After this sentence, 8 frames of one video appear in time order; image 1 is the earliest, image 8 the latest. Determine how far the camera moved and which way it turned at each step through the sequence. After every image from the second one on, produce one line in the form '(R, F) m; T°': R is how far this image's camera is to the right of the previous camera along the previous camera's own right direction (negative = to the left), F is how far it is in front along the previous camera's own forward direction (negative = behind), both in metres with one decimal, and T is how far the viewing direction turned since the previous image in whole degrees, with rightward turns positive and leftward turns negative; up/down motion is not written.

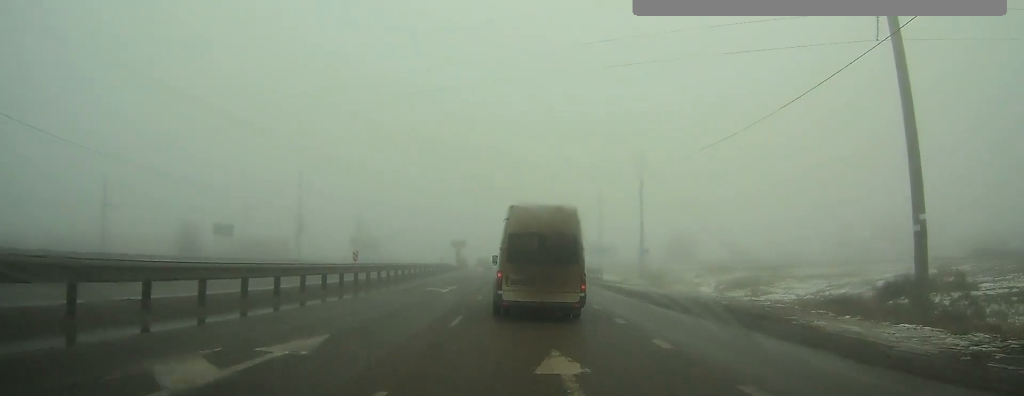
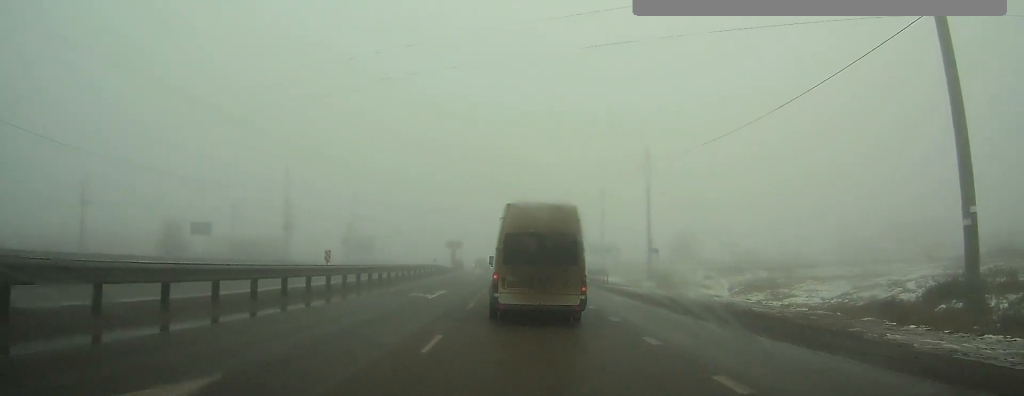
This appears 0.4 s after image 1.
(0.0, +3.8) m; 0°
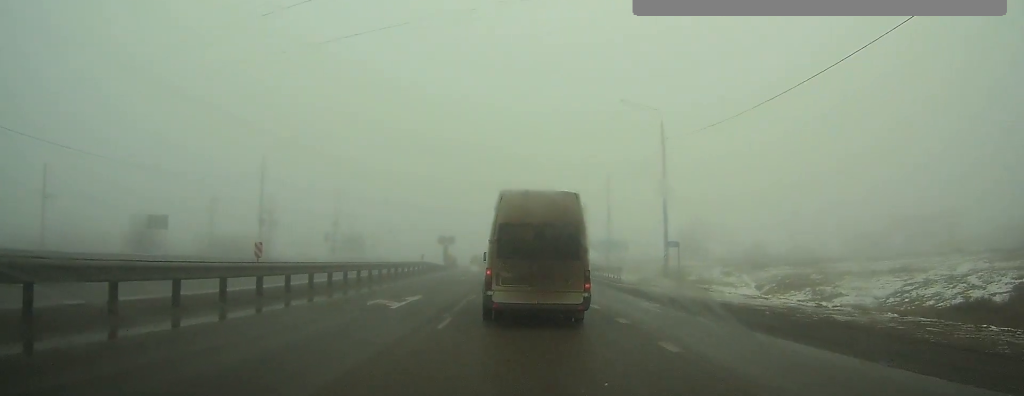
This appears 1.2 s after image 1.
(0.0, +5.8) m; 0°
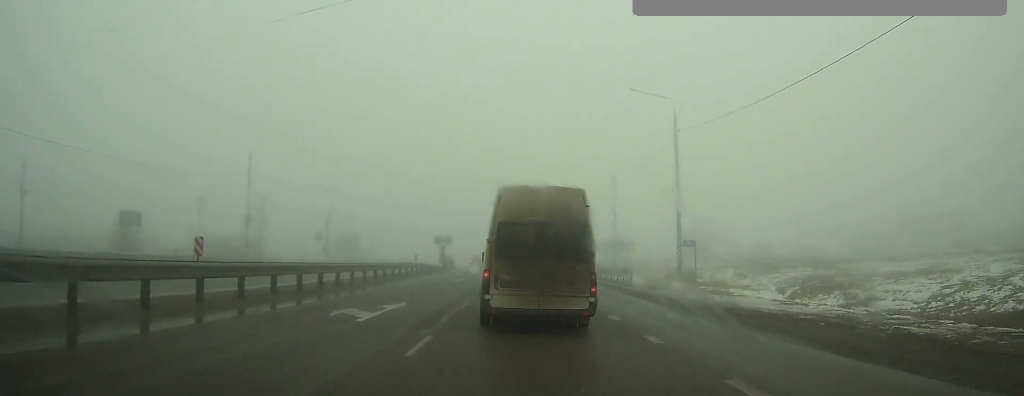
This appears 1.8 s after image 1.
(0.0, +3.4) m; 0°
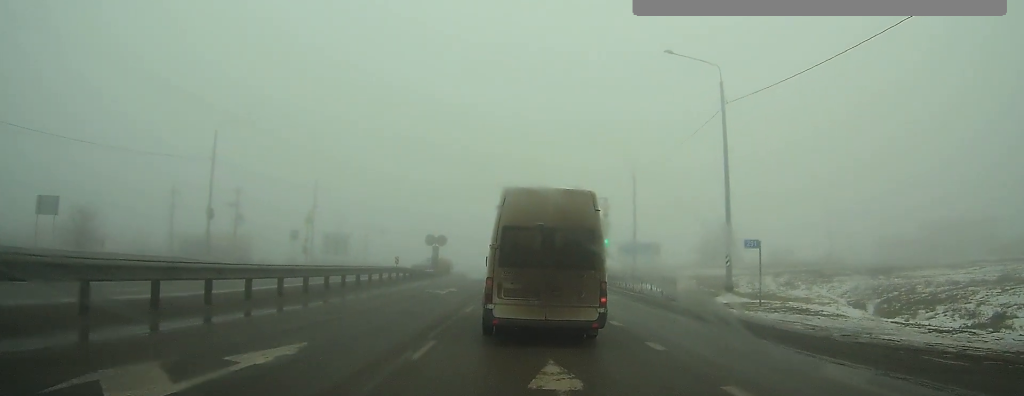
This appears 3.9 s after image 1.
(-0.1, +10.0) m; -2°
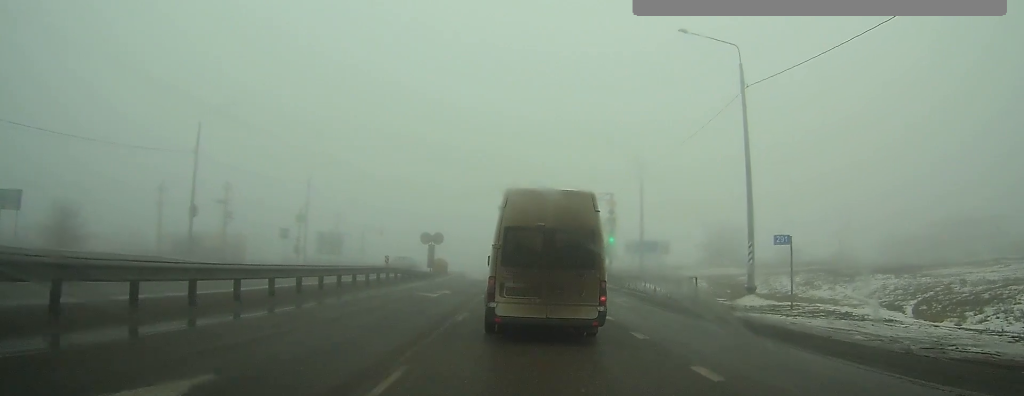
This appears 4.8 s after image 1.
(0.0, +2.8) m; -1°
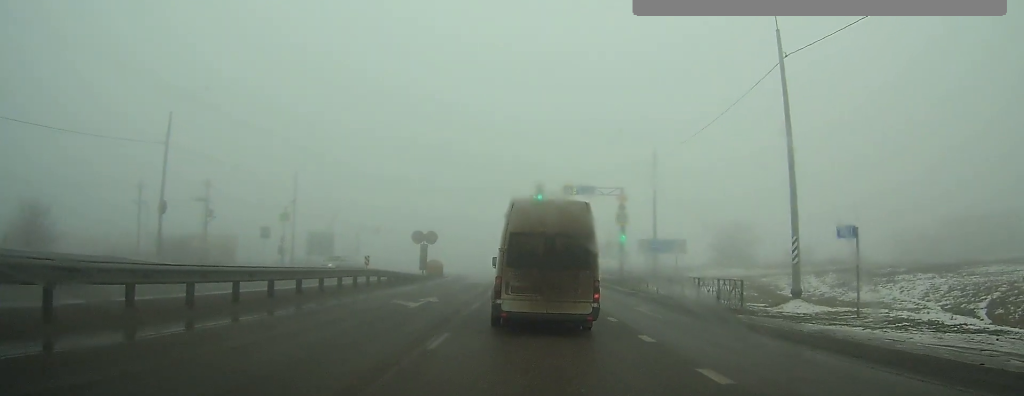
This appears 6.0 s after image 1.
(0.0, +3.5) m; +1°
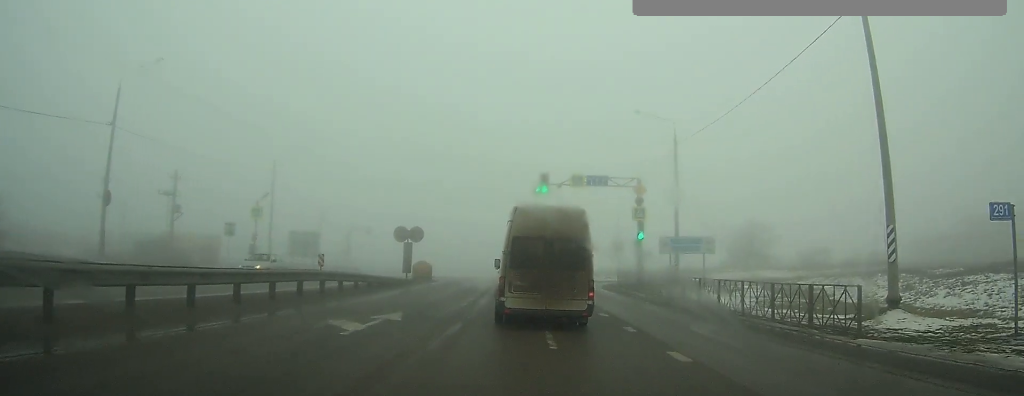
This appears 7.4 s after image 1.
(+0.1, +4.6) m; +1°
